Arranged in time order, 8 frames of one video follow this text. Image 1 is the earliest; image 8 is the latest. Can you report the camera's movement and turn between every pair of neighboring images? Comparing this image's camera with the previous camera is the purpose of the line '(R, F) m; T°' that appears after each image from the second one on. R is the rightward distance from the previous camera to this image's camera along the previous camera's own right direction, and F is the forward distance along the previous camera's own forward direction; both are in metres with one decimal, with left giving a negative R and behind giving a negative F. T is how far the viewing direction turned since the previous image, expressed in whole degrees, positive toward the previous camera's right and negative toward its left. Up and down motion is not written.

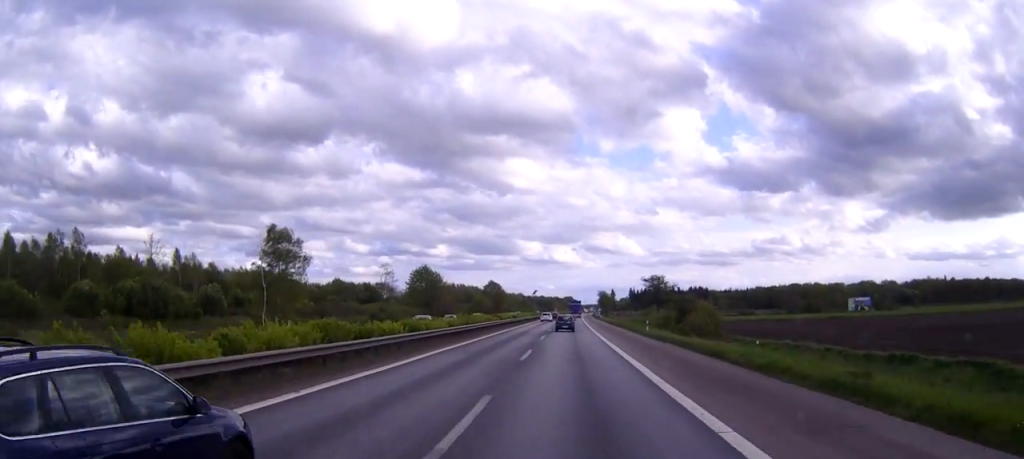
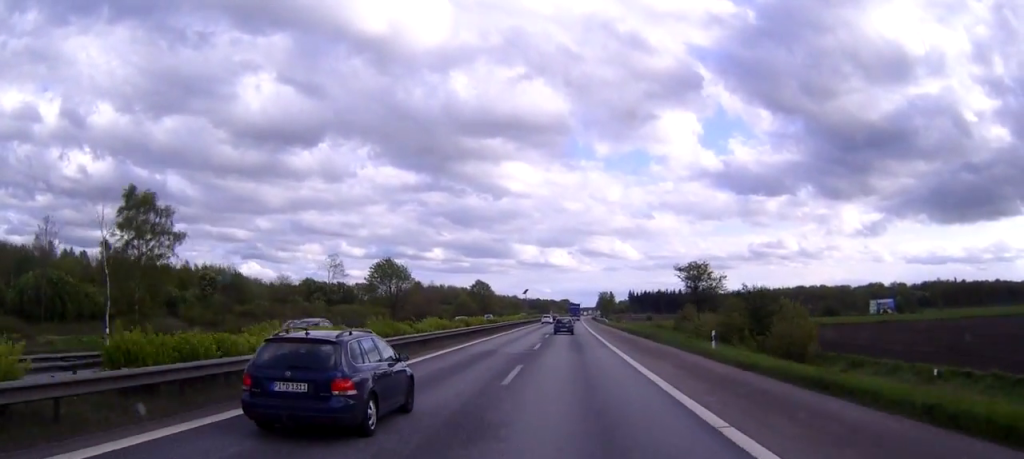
(+0.1, +26.5) m; 0°
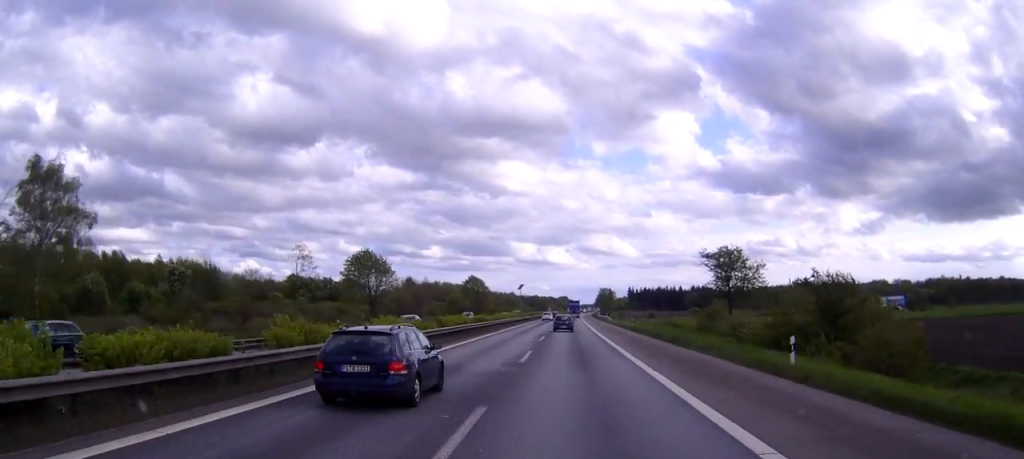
(0.0, +11.5) m; 0°
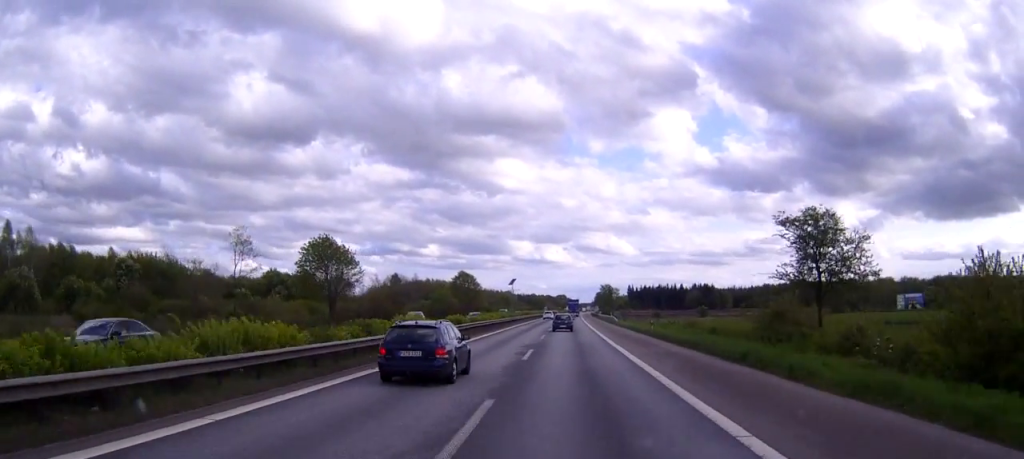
(0.0, +16.8) m; 0°
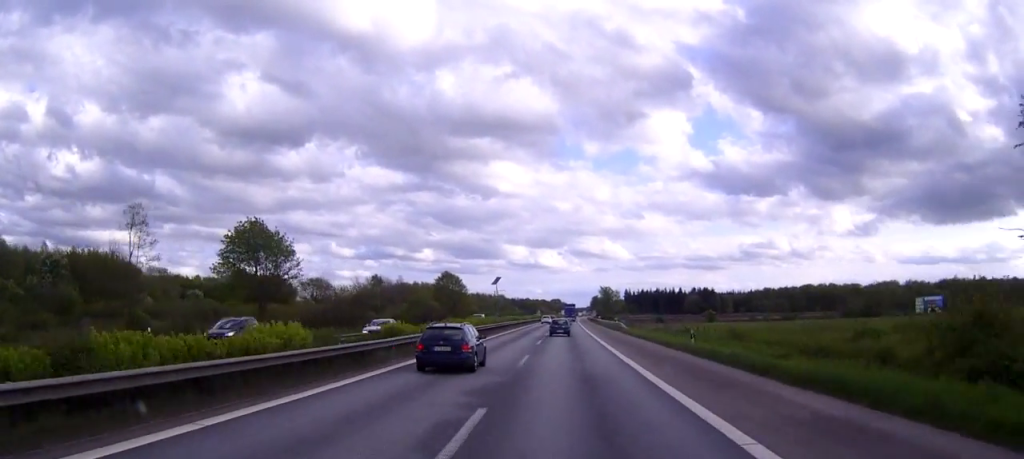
(0.0, +18.6) m; 0°
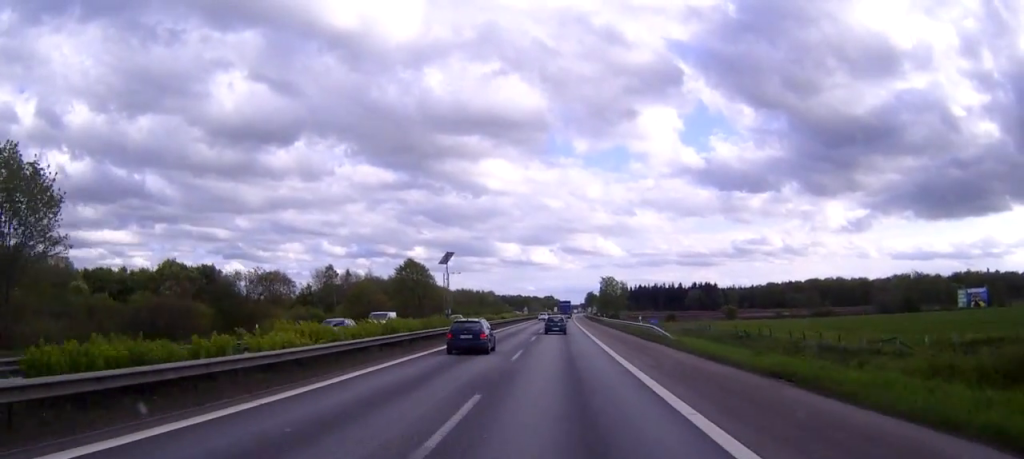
(+0.2, +33.6) m; 0°
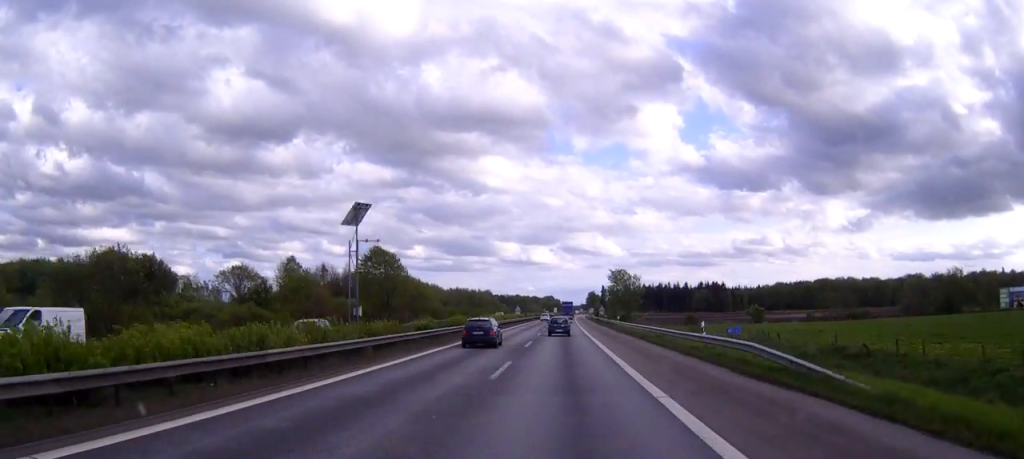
(+0.1, +24.8) m; 0°
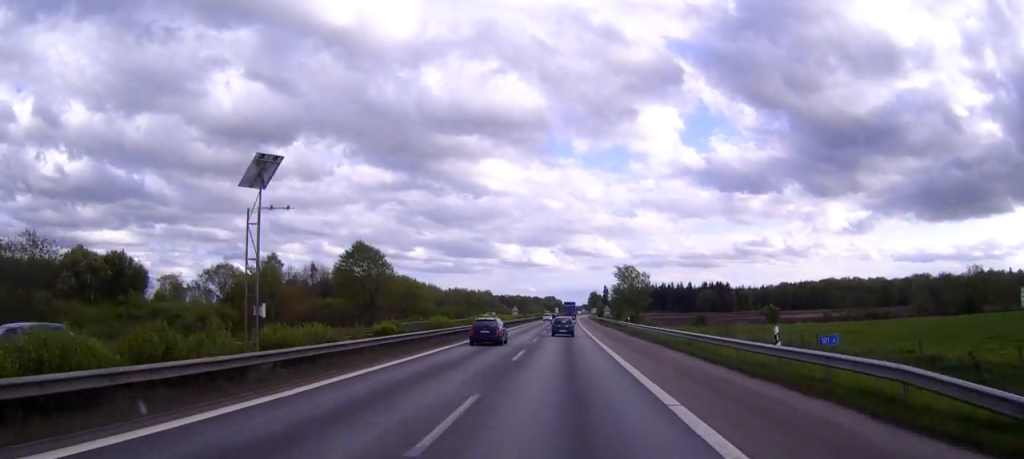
(0.0, +10.6) m; 0°
